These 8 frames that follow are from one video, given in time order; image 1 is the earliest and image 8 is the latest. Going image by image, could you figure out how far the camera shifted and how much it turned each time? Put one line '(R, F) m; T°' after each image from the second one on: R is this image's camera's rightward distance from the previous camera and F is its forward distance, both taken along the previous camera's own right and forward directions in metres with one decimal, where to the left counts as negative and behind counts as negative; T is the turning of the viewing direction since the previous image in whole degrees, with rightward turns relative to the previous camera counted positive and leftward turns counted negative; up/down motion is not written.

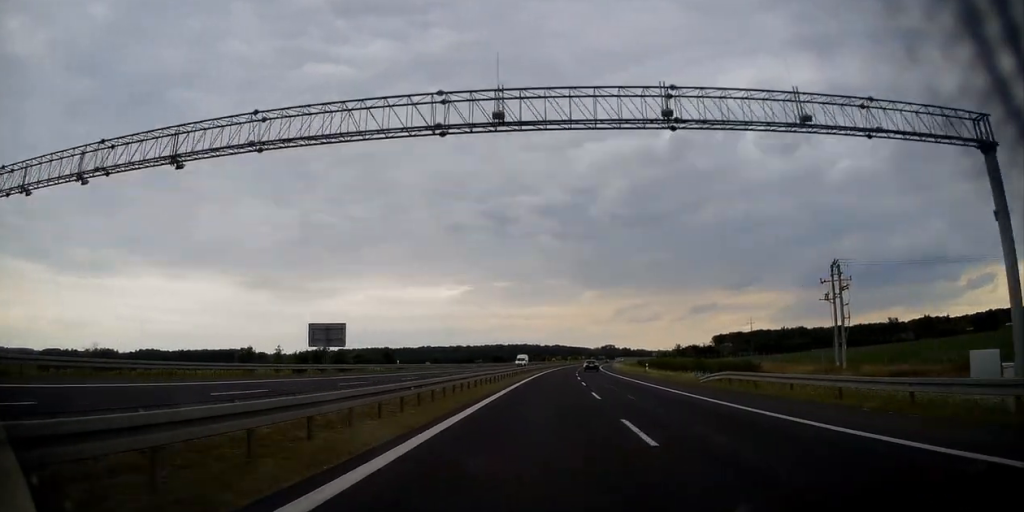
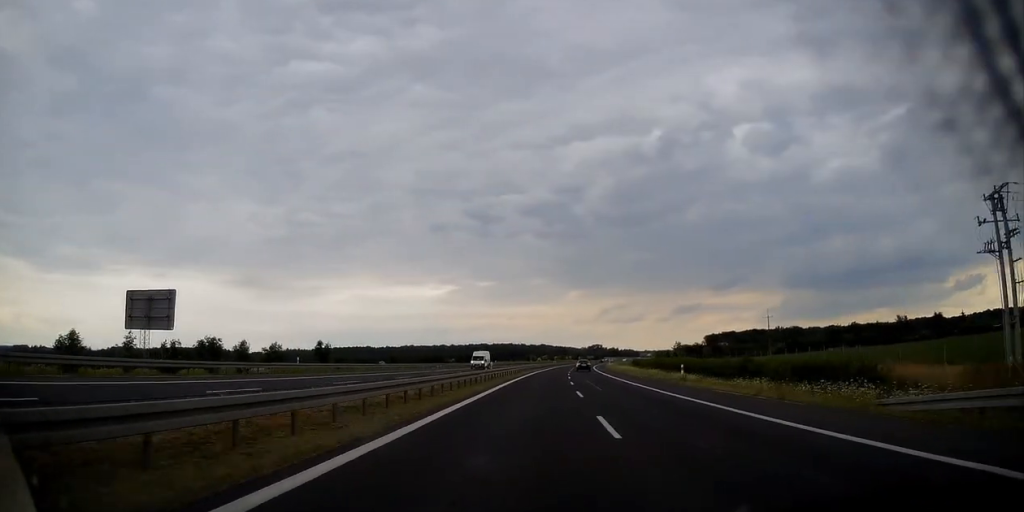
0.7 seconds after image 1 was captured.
(+0.1, +23.6) m; +1°
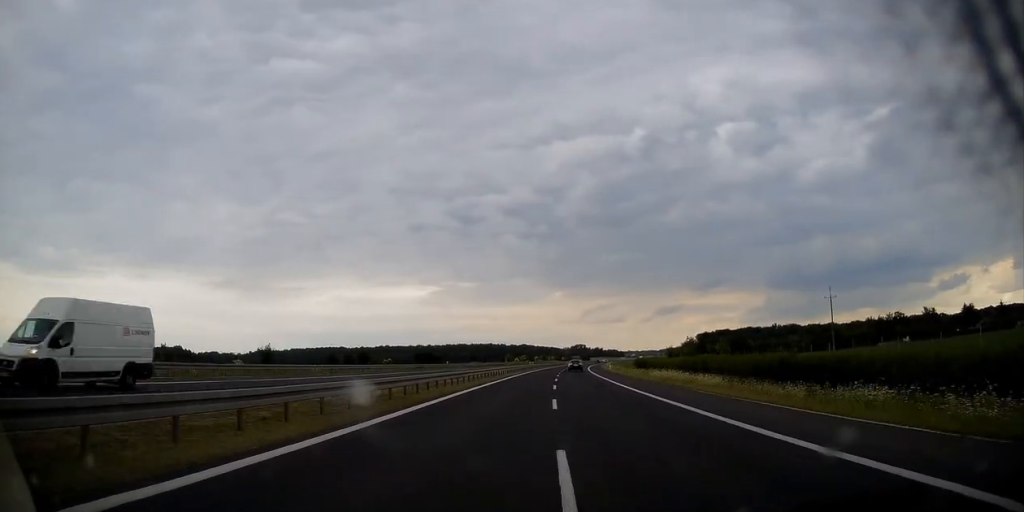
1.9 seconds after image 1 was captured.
(+0.9, +42.2) m; +2°
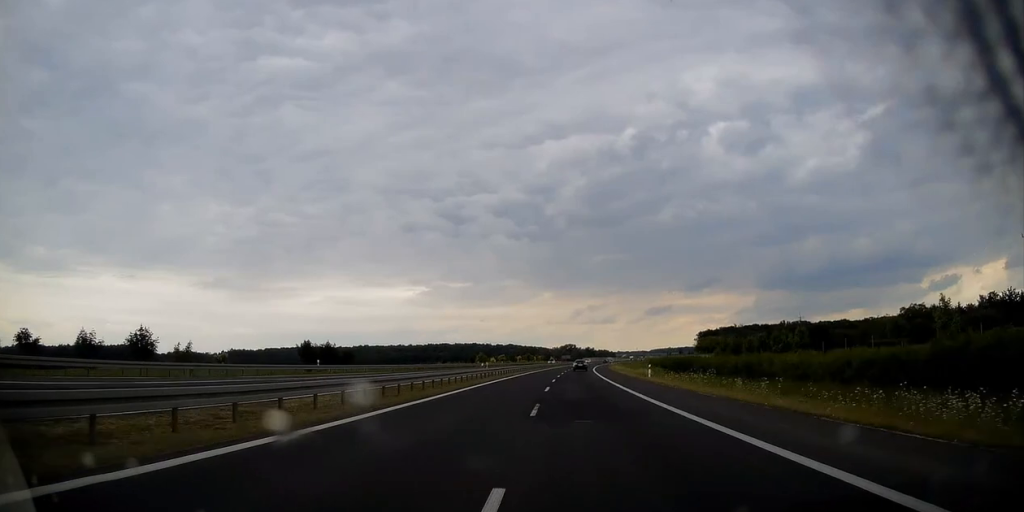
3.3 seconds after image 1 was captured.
(+1.0, +51.2) m; +2°
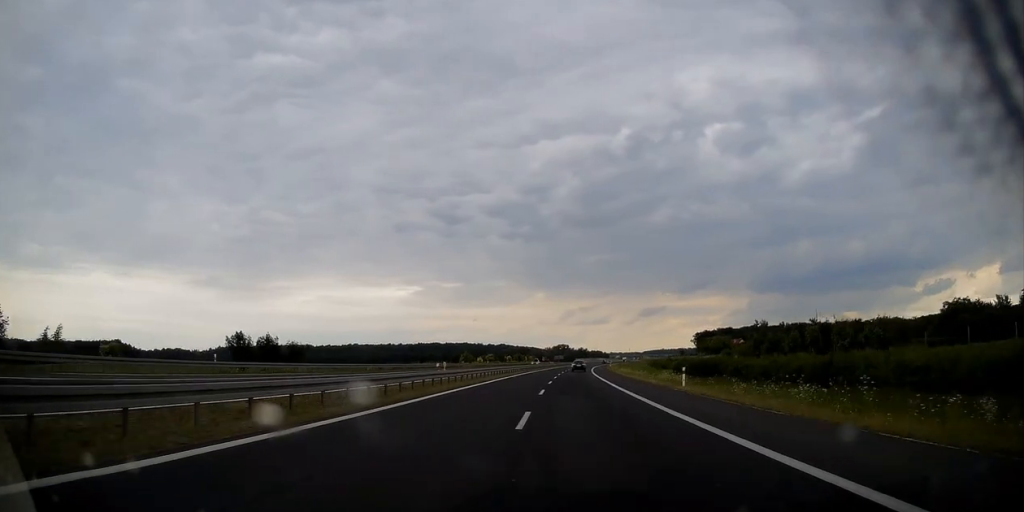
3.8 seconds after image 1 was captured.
(+0.1, +15.1) m; 0°
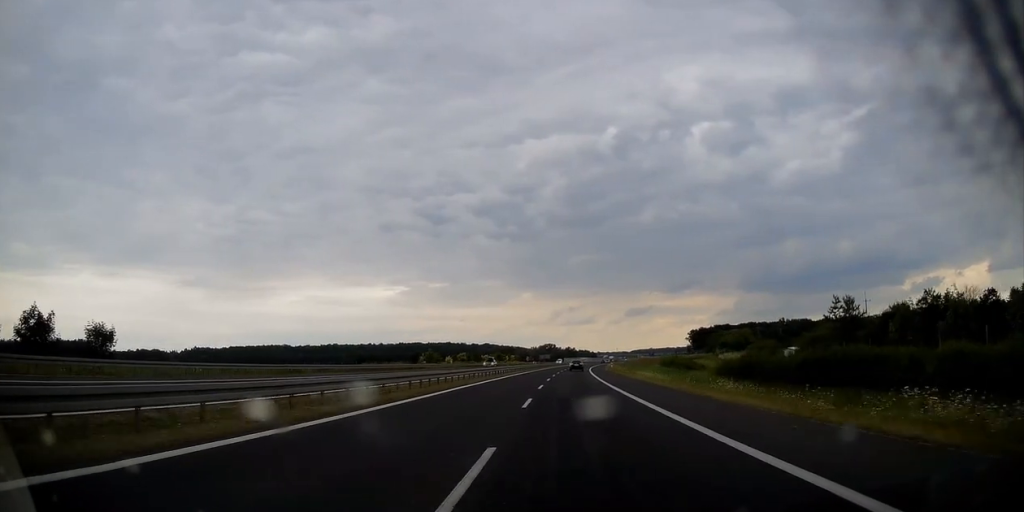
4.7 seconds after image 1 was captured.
(0.0, +31.3) m; +1°
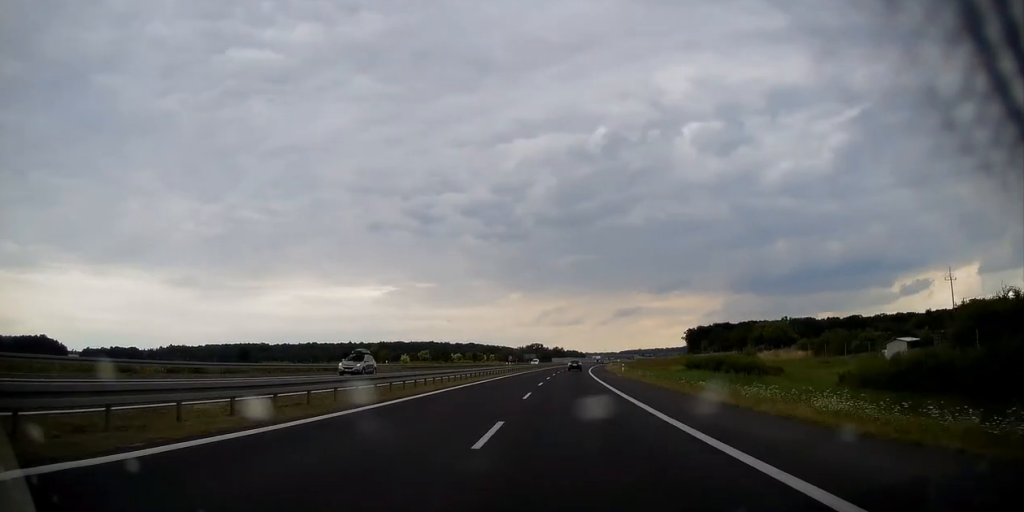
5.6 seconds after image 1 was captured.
(+0.4, +32.4) m; +1°
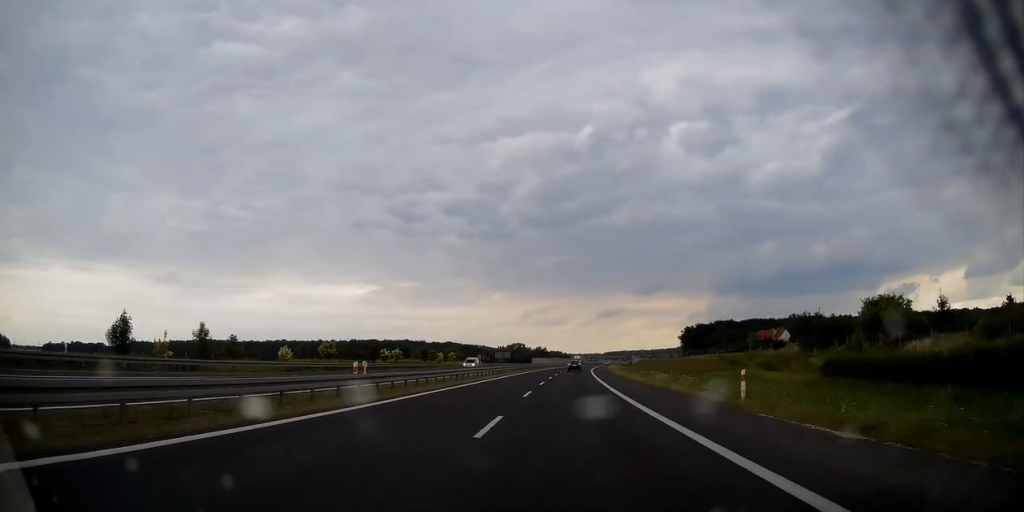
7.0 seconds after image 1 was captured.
(+0.6, +47.3) m; +1°
